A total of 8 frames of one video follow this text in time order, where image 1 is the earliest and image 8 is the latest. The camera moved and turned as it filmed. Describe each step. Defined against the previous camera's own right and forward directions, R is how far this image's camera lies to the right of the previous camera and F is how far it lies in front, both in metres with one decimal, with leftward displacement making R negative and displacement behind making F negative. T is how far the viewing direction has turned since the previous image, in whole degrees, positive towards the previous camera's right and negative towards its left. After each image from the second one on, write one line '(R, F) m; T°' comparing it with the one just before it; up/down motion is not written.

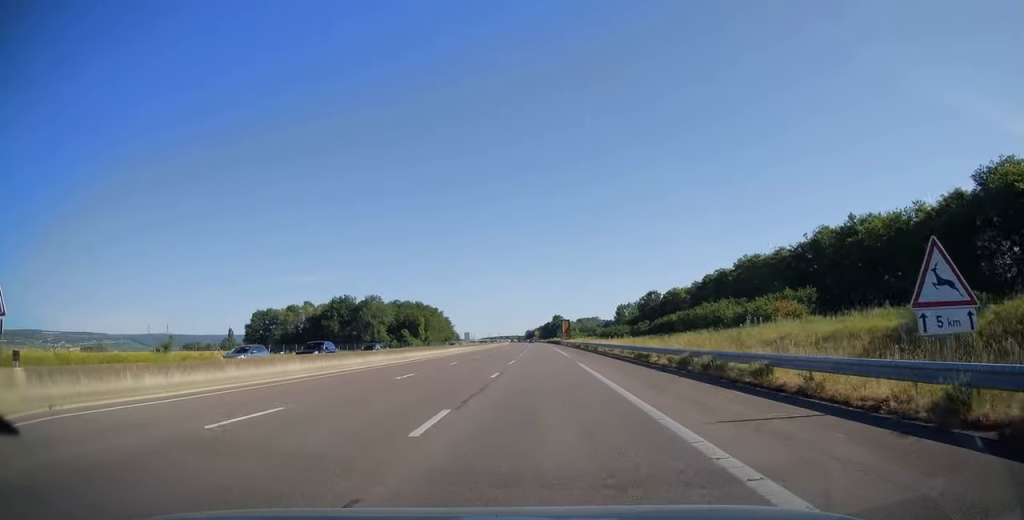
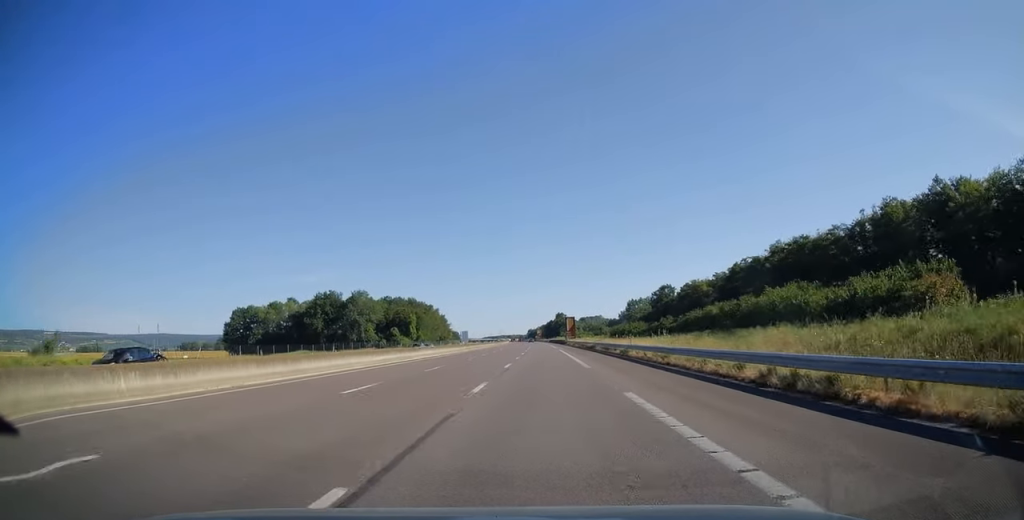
(+0.1, +19.0) m; 0°
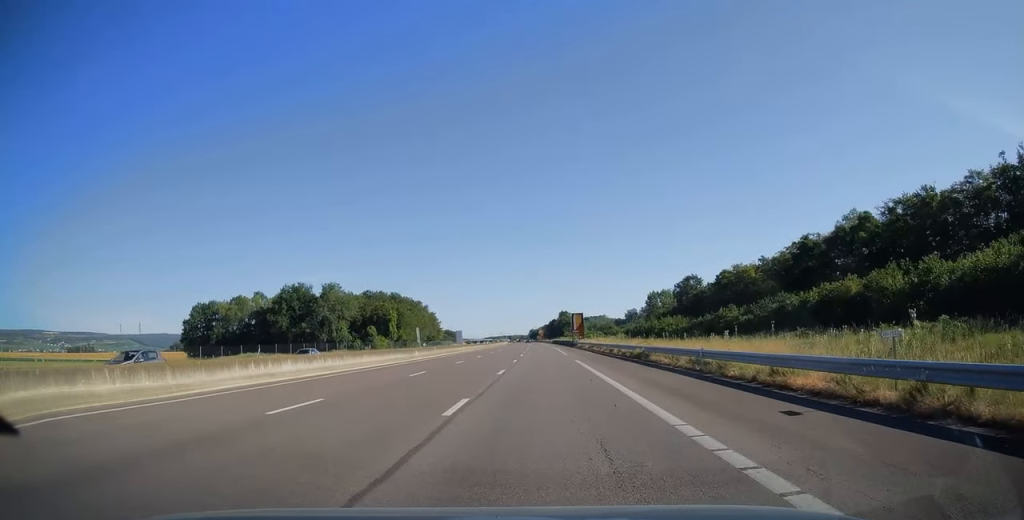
(-0.2, +30.3) m; 0°
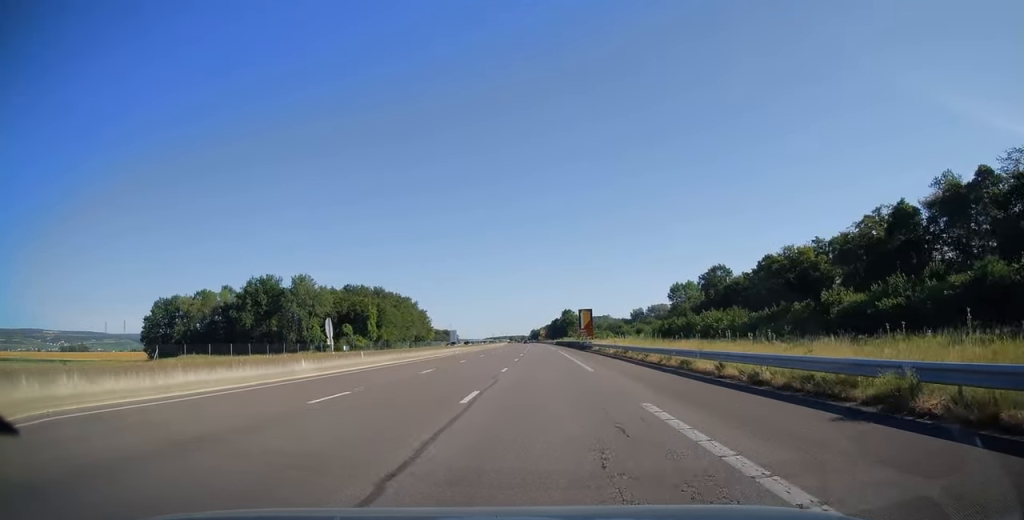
(0.0, +23.7) m; 0°
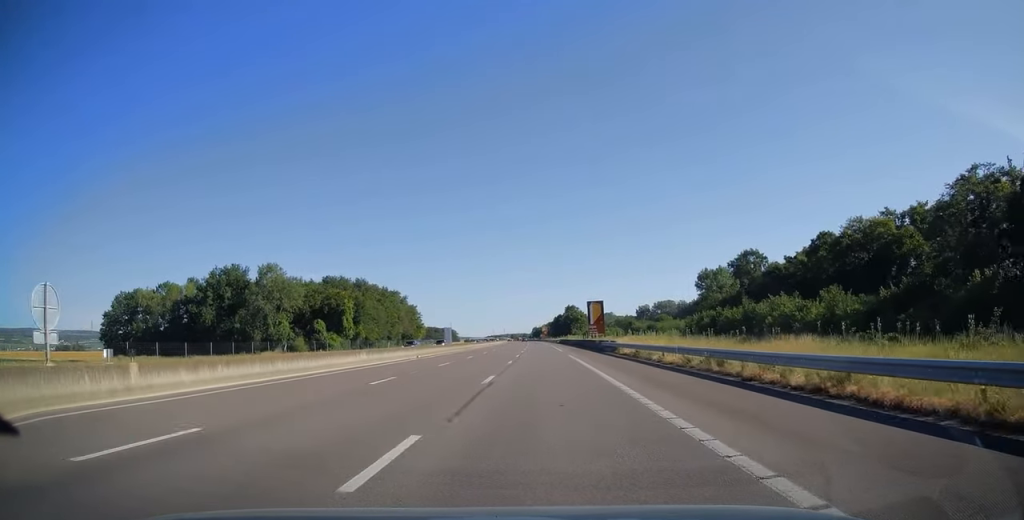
(0.0, +20.6) m; 0°
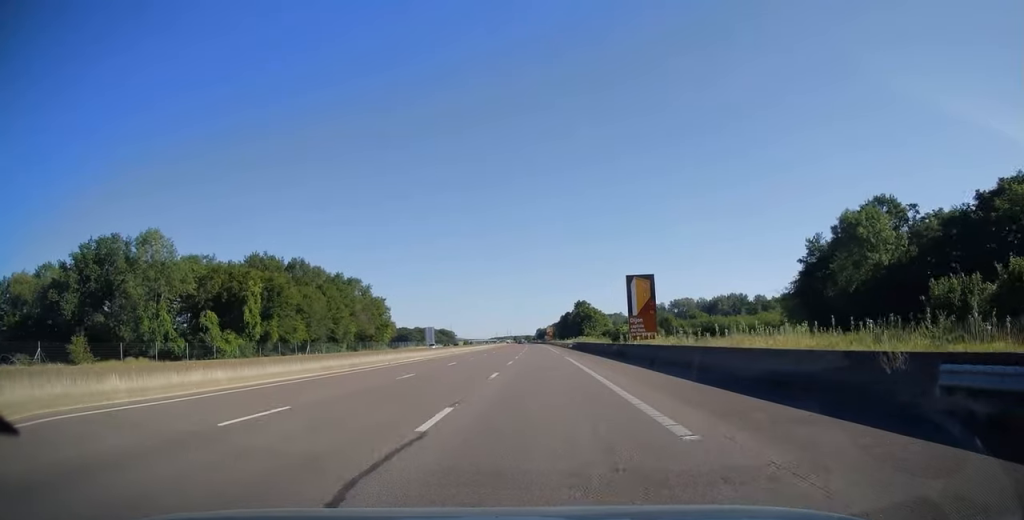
(-0.1, +47.7) m; 0°
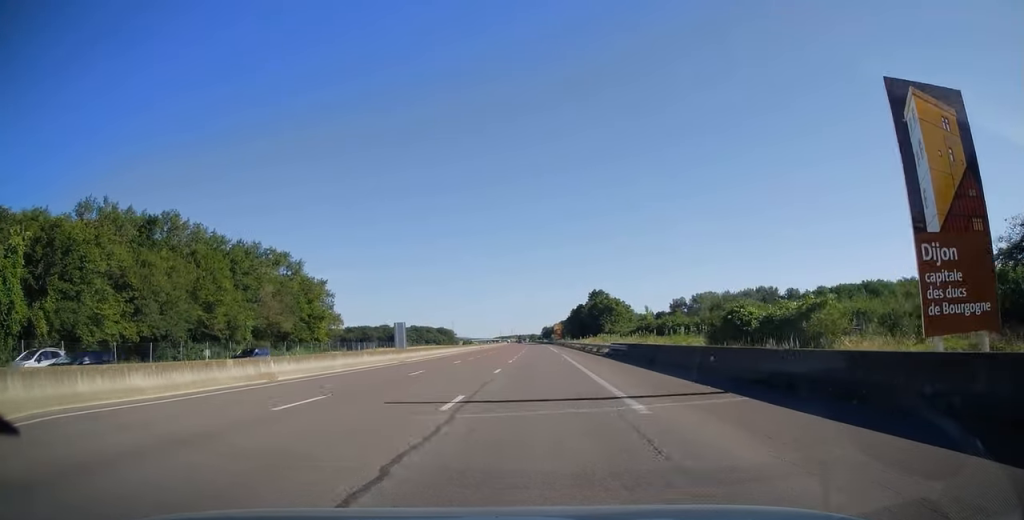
(-0.3, +48.7) m; -1°
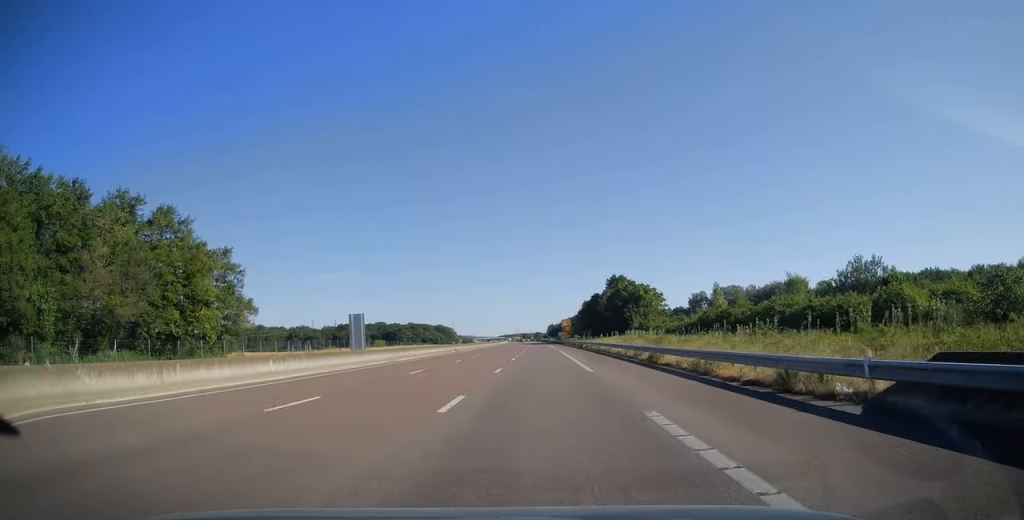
(-0.2, +39.0) m; 0°
